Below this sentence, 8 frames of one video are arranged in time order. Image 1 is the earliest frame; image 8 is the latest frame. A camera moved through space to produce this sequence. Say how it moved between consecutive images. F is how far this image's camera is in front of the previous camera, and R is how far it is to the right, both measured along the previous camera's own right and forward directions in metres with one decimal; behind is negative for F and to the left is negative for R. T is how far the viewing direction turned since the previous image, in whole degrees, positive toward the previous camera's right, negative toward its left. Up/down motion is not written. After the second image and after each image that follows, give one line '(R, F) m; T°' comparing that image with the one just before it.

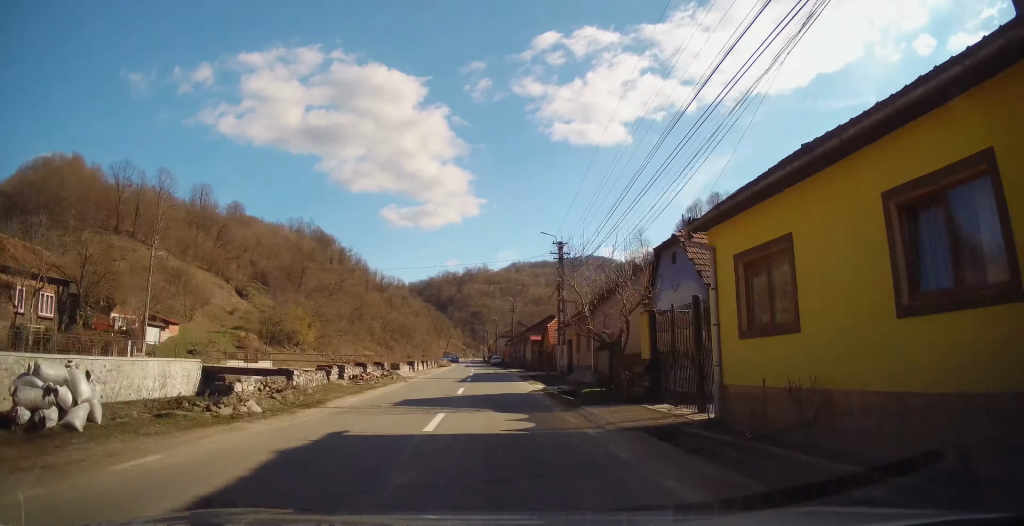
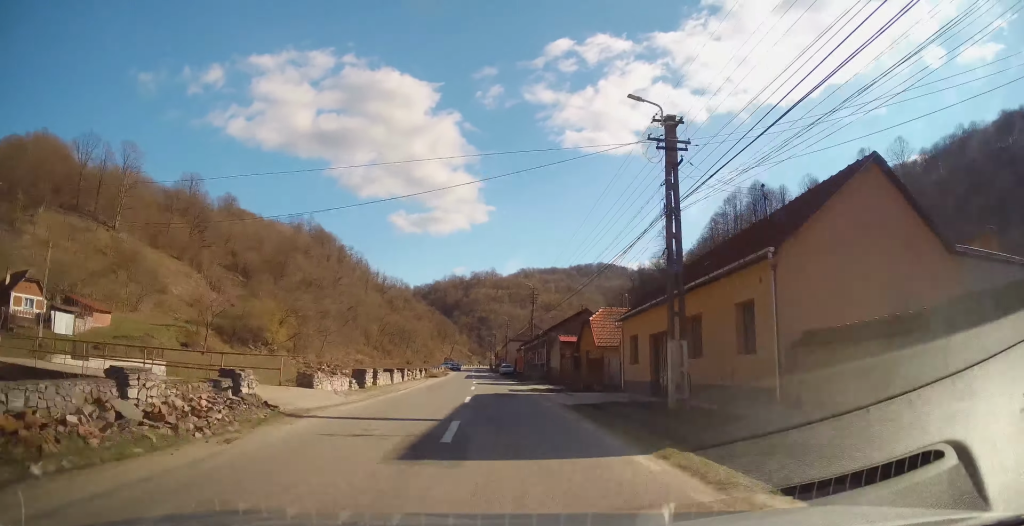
(-0.5, +19.0) m; -2°
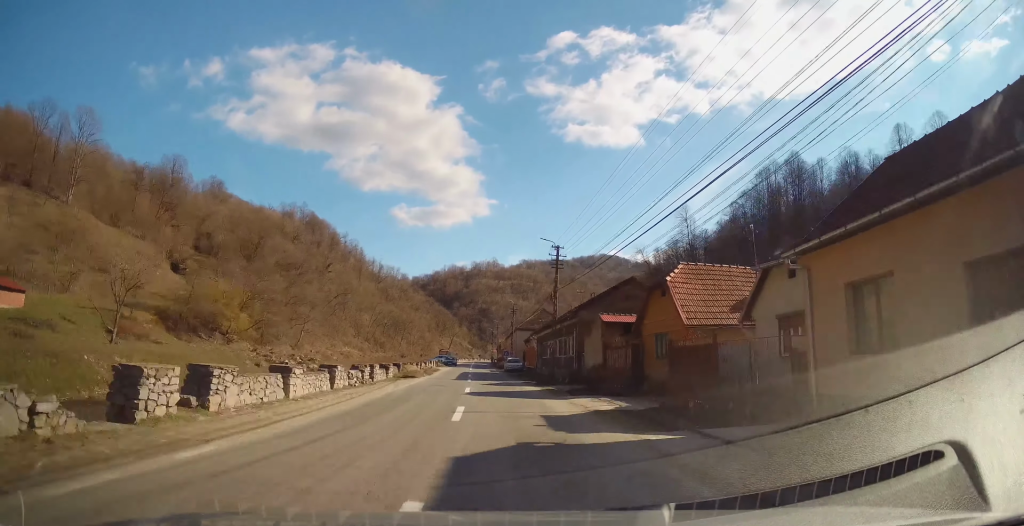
(0.0, +15.6) m; 0°
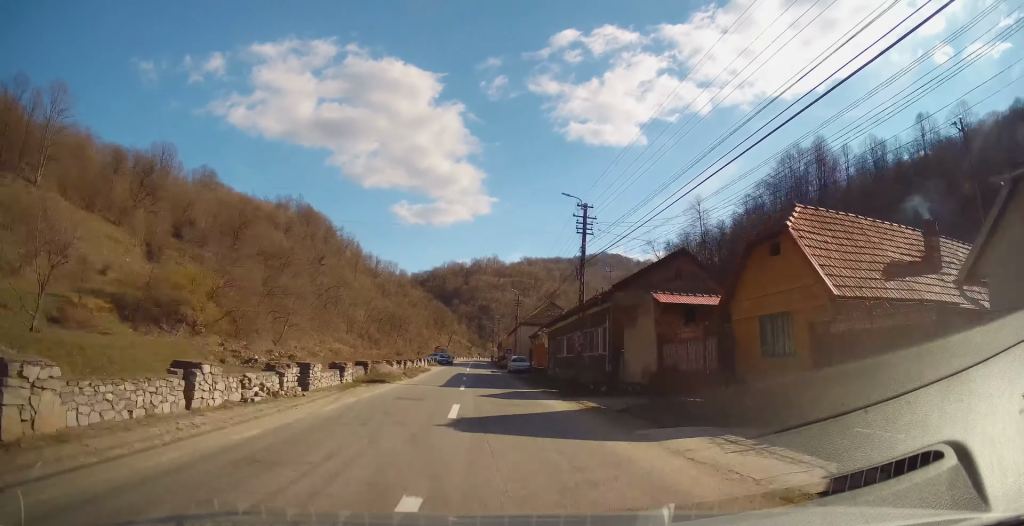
(0.0, +9.7) m; 0°
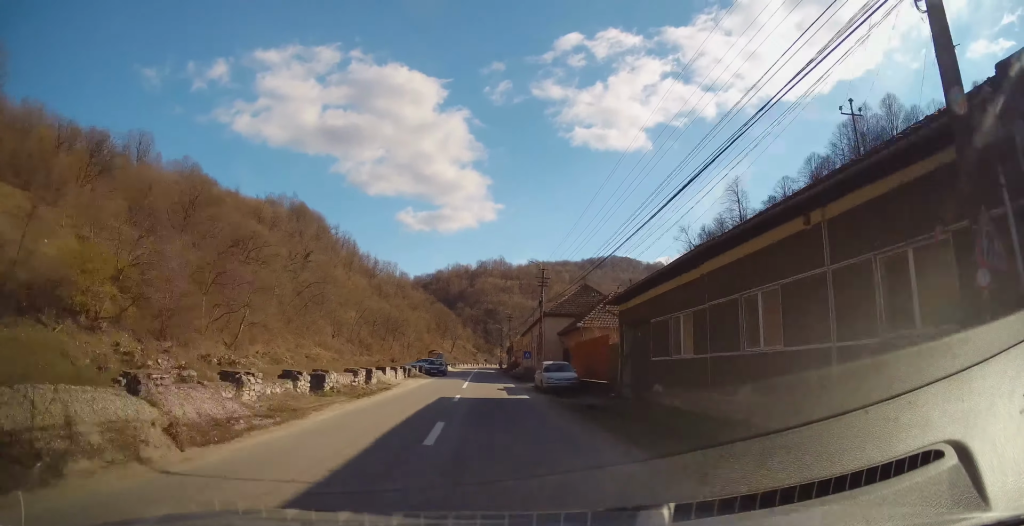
(0.0, +20.4) m; 0°
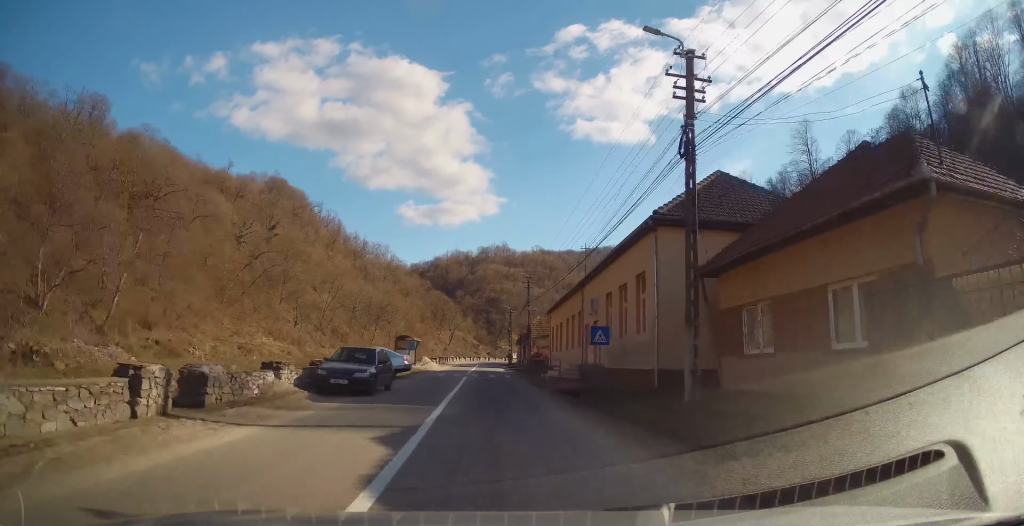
(0.0, +29.4) m; +1°
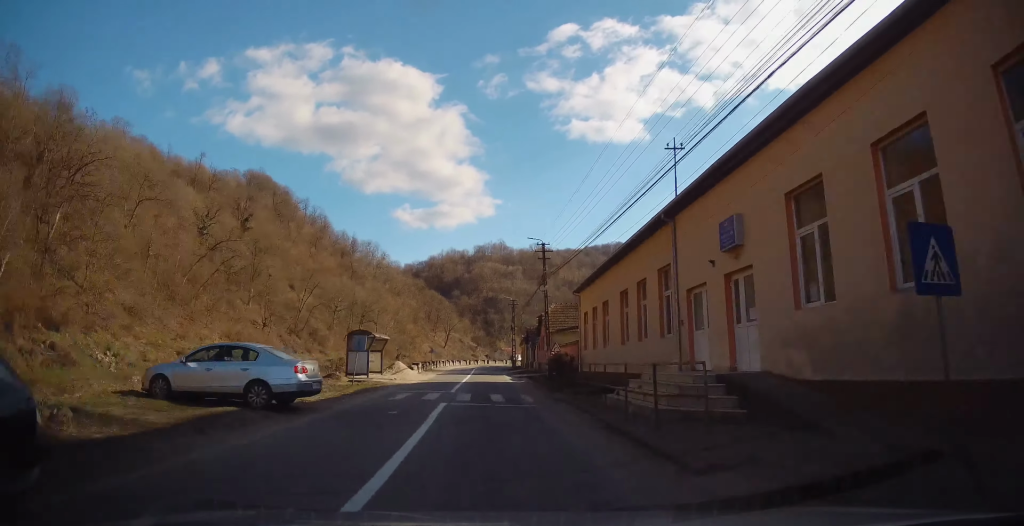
(+0.2, +15.1) m; 0°
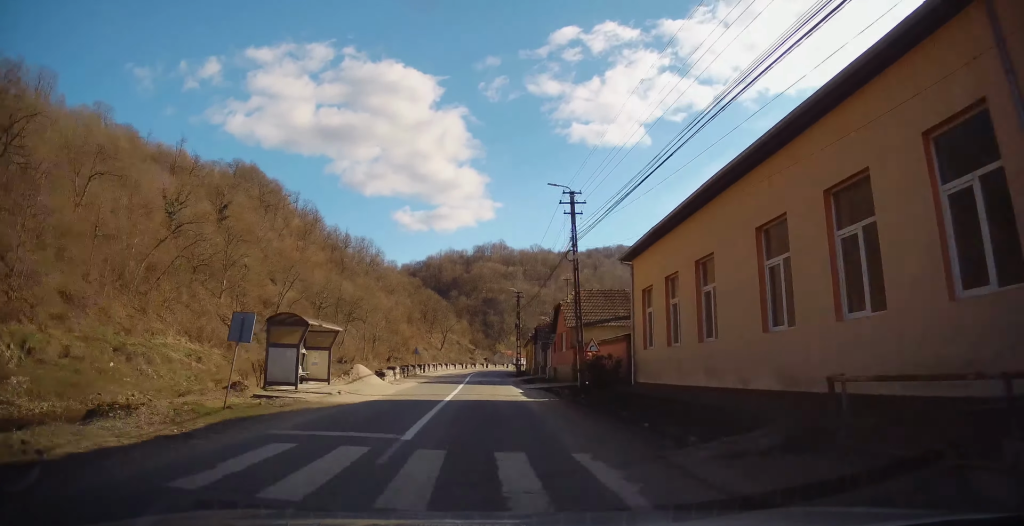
(0.0, +11.3) m; -1°
